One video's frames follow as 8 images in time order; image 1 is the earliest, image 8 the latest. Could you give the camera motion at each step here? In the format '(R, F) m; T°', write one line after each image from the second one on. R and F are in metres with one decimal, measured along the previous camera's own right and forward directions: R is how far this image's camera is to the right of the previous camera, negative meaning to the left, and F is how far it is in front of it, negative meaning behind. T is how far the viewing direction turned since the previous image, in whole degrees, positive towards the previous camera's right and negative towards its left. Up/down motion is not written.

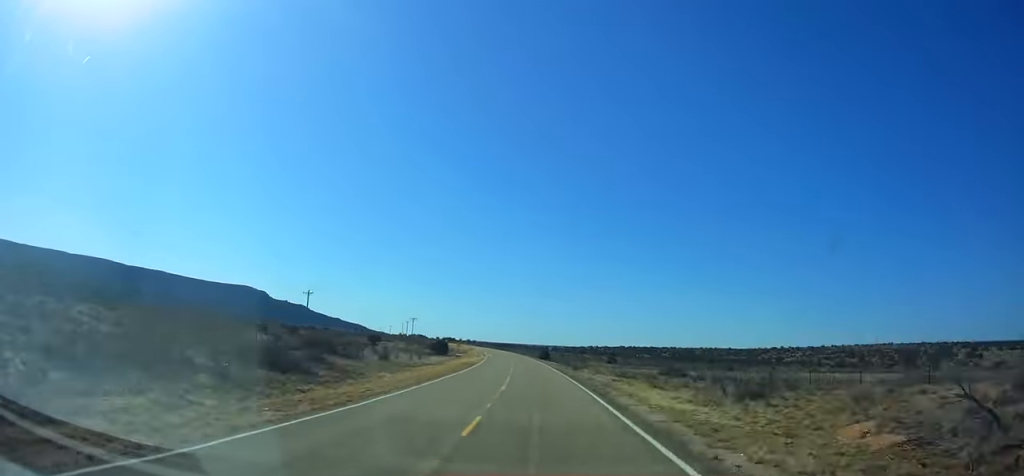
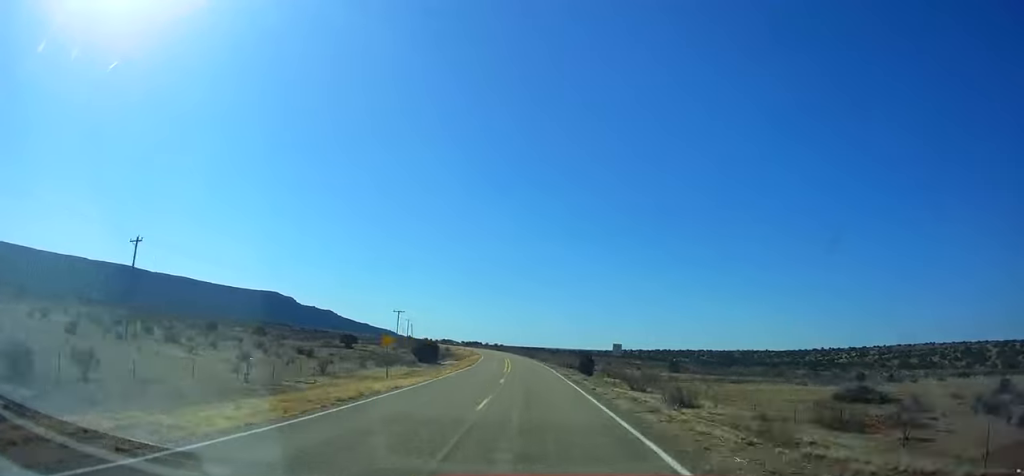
(-1.8, +56.6) m; -3°
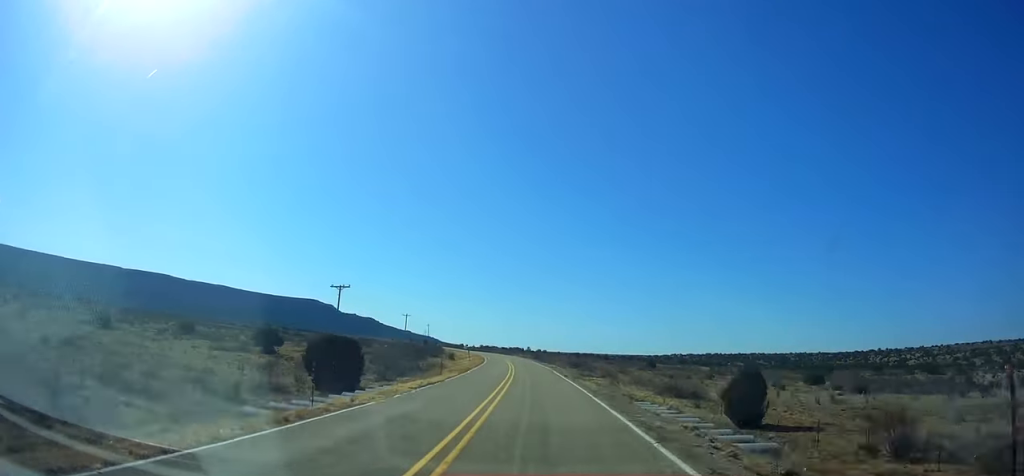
(-1.8, +65.8) m; -4°
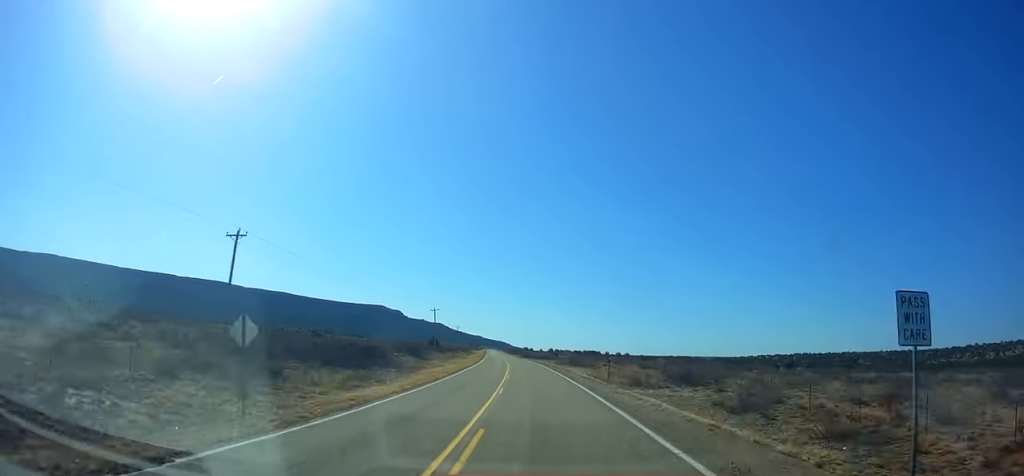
(-7.9, +116.6) m; -8°
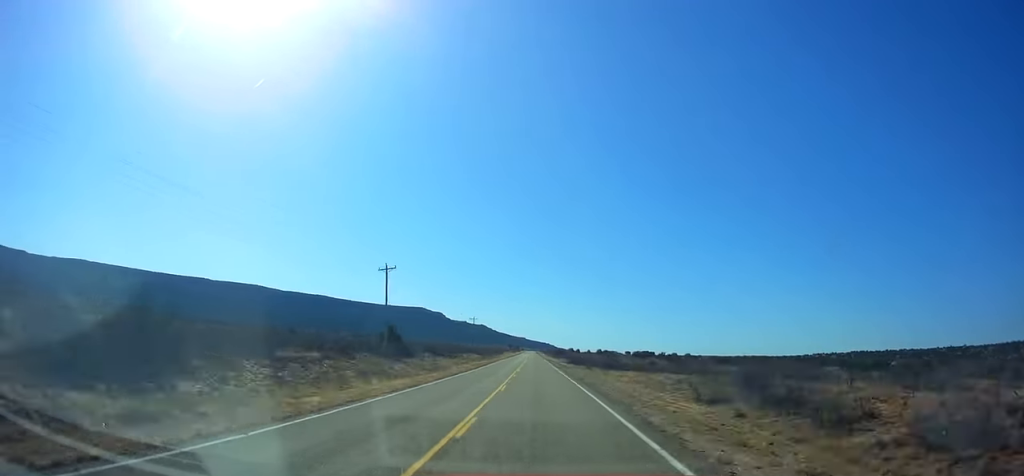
(-2.8, +72.1) m; -4°
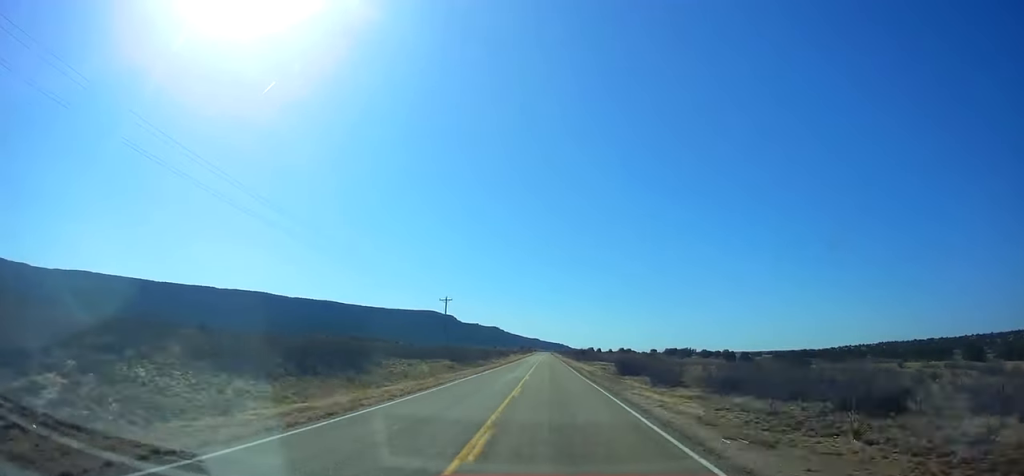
(-2.3, +63.3) m; -2°
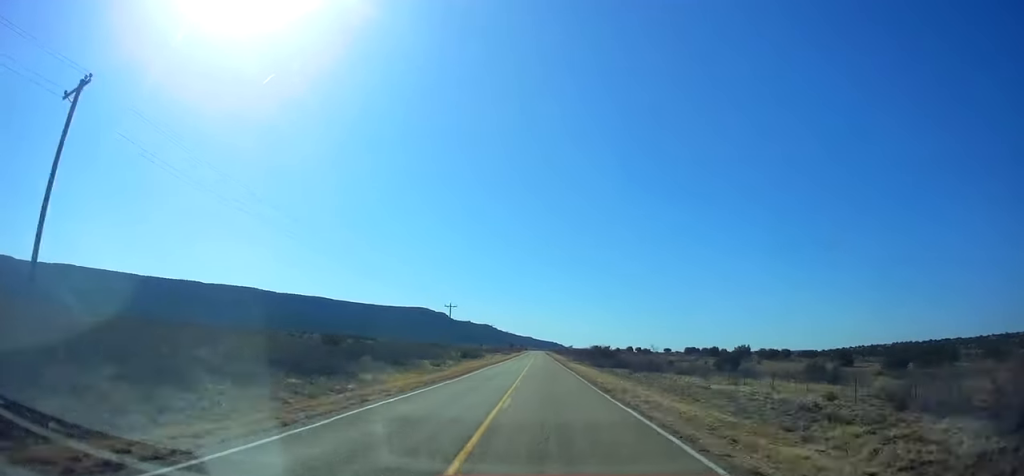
(-0.1, +78.8) m; 0°
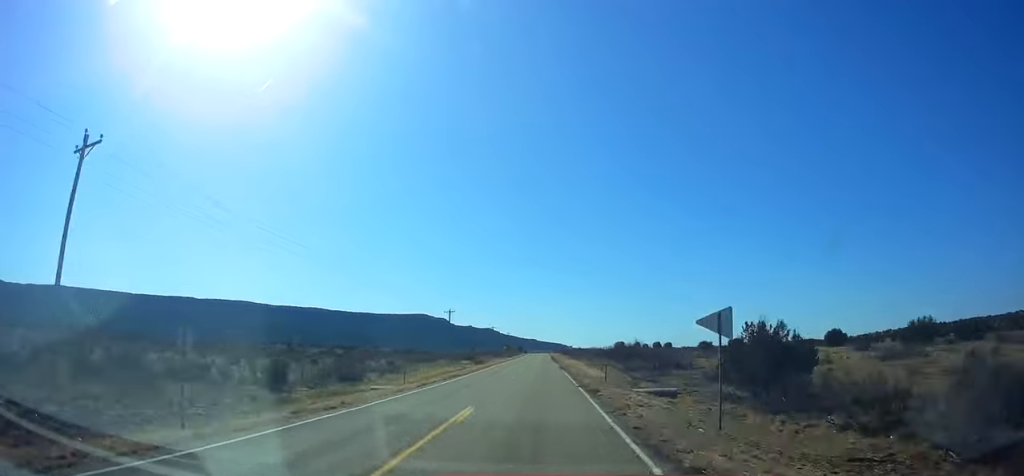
(+0.1, +88.4) m; 0°
